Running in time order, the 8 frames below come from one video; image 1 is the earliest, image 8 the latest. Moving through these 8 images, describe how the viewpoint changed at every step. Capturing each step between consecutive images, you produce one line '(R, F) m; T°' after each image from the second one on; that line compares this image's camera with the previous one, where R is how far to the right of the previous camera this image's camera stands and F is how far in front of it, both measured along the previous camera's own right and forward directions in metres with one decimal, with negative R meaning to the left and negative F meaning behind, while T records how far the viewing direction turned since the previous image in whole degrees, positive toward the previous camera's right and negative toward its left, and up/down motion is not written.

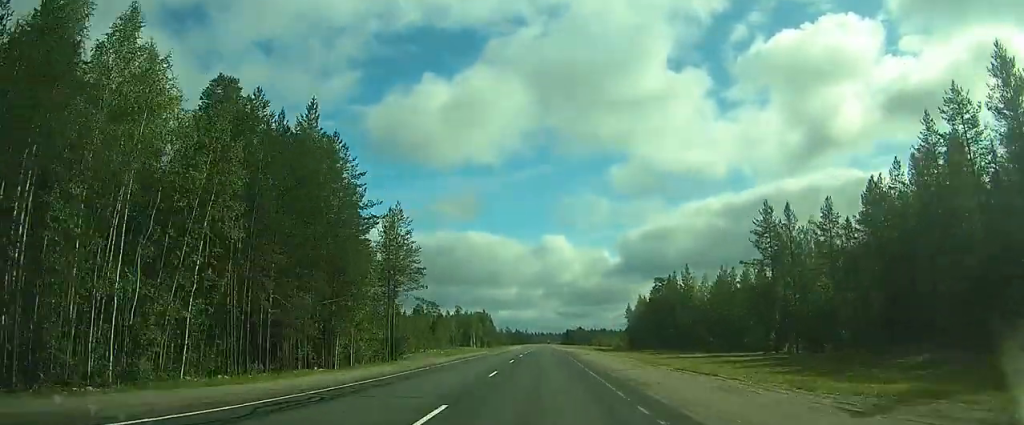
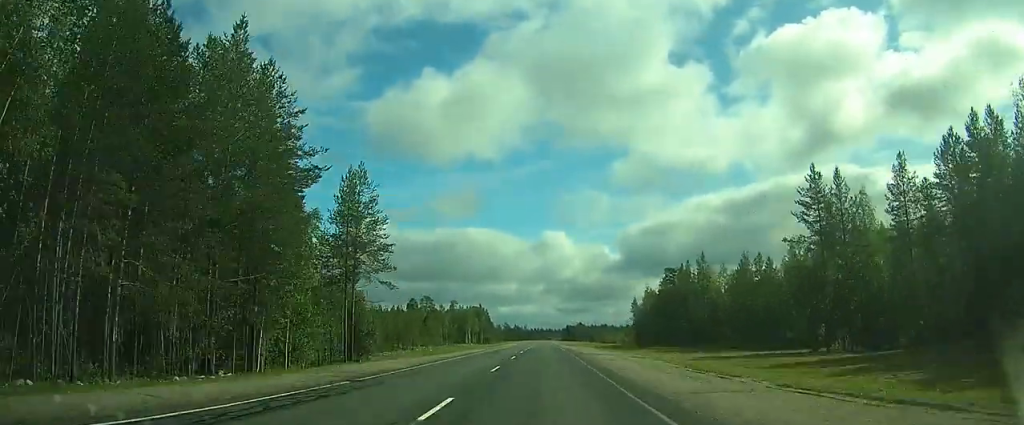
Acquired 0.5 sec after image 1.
(-0.1, +11.4) m; 0°
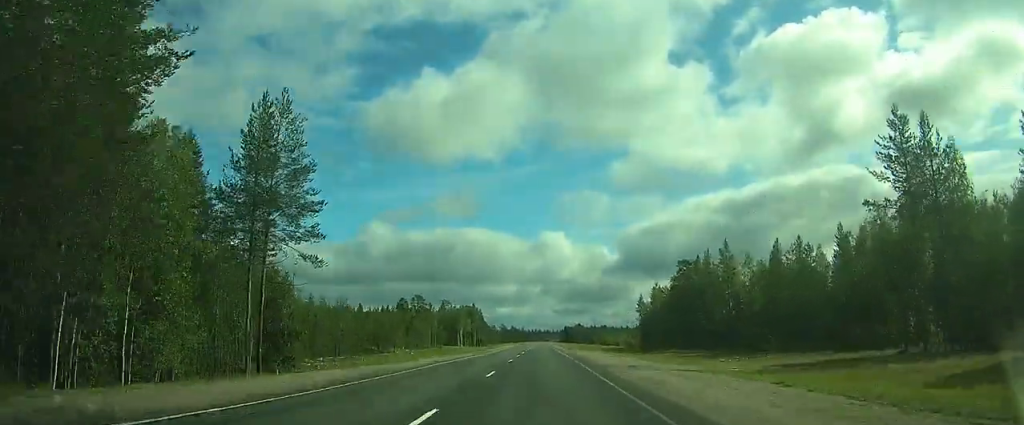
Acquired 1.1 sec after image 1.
(+0.1, +13.8) m; 0°
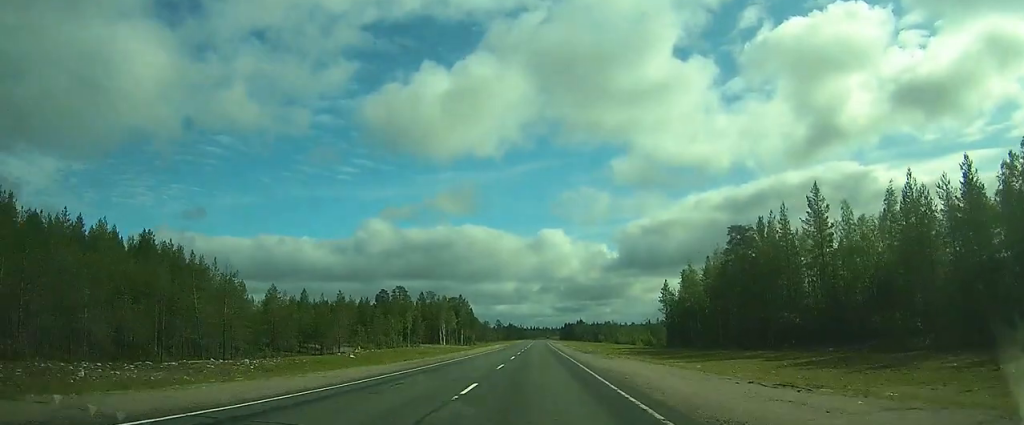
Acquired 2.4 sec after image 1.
(+0.2, +29.9) m; 0°
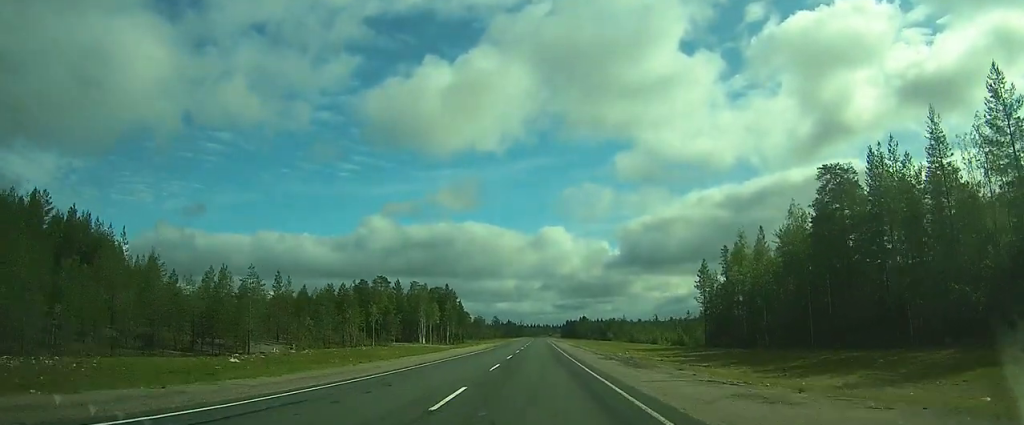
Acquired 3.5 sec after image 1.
(0.0, +26.2) m; 0°
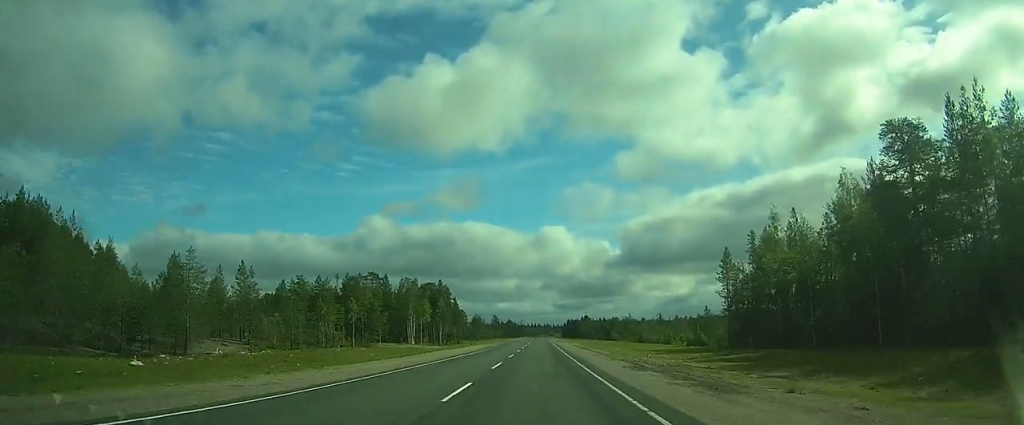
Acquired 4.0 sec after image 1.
(0.0, +10.8) m; 0°
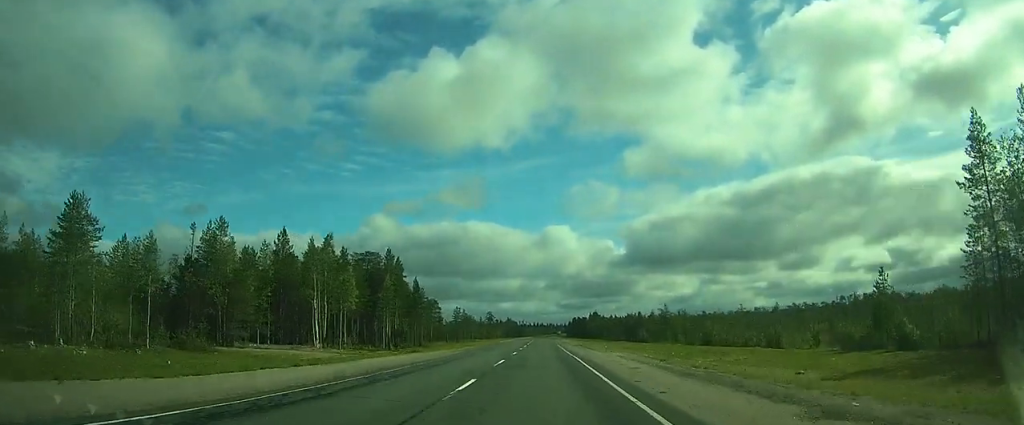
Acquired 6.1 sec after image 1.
(+0.3, +47.7) m; 0°
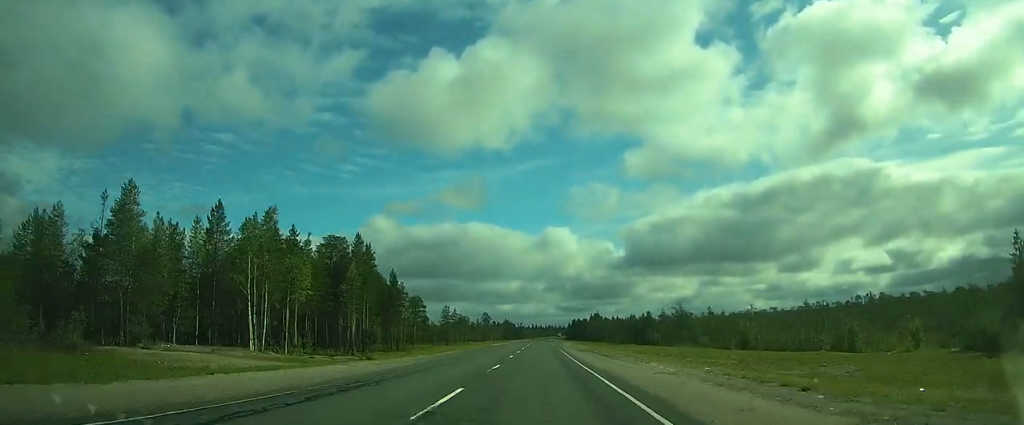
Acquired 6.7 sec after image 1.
(0.0, +14.5) m; 0°
